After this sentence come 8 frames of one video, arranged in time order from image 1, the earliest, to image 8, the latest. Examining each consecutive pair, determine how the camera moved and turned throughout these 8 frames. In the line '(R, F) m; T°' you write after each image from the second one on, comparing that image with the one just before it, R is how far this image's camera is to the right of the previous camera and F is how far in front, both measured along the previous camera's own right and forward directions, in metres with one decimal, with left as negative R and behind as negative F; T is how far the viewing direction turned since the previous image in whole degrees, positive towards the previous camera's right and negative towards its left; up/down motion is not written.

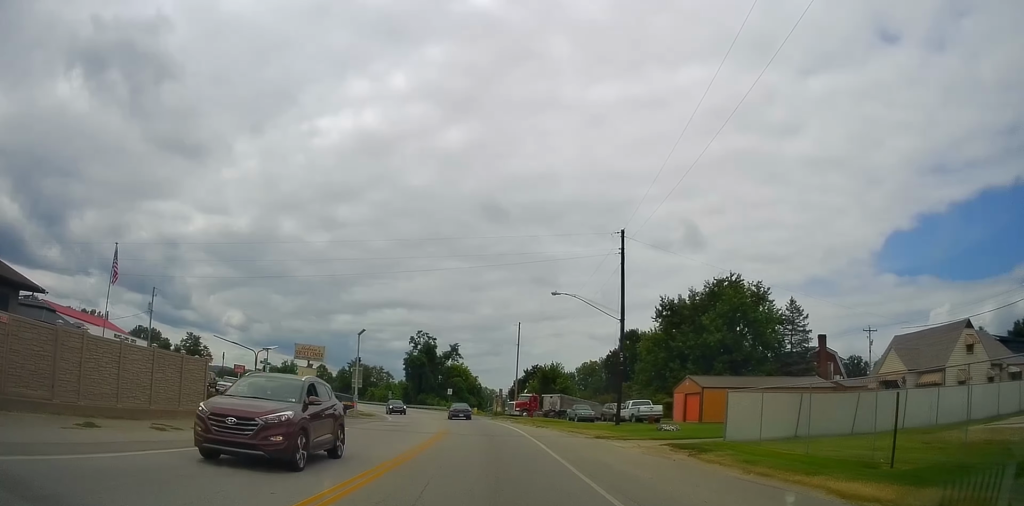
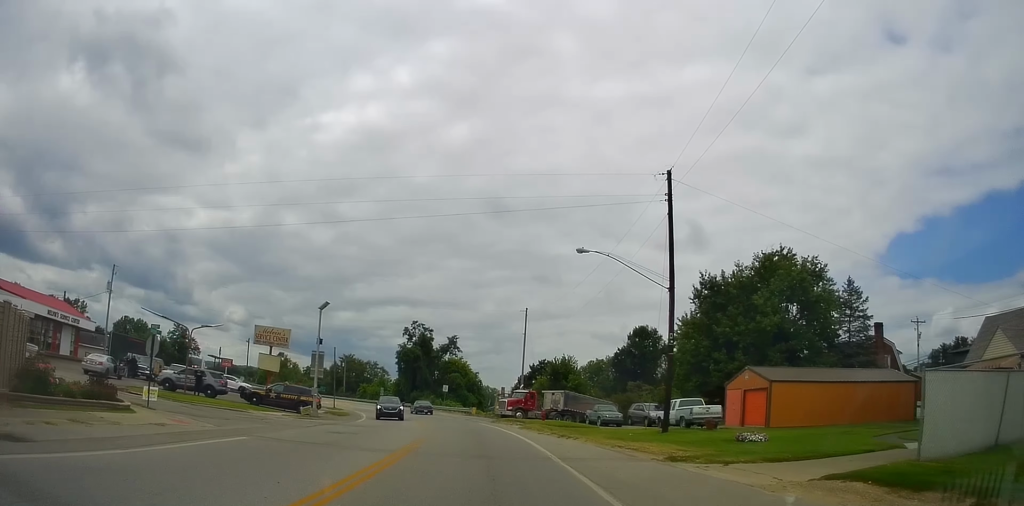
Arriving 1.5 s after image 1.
(+0.3, +11.3) m; +2°
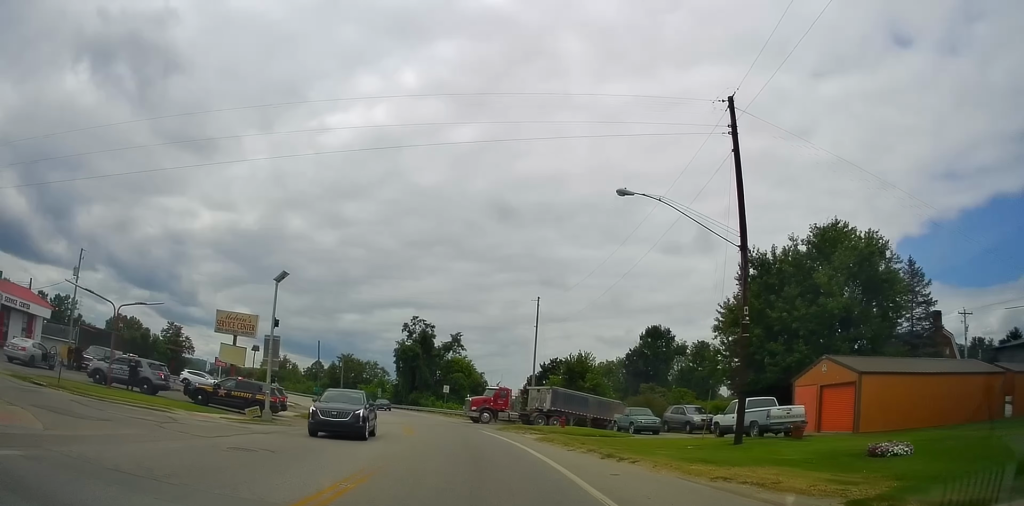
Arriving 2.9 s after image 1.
(+0.1, +9.2) m; +2°
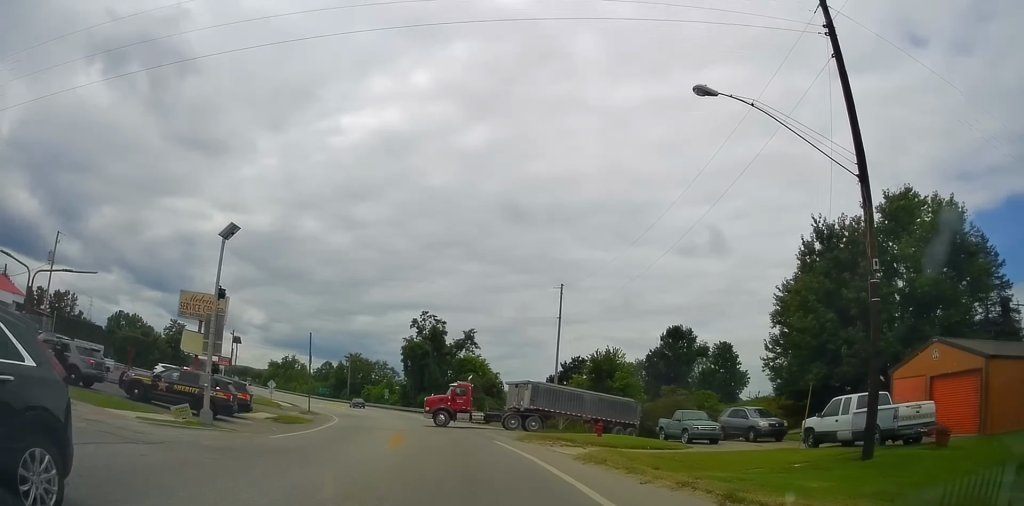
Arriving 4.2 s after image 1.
(+0.1, +7.4) m; -1°
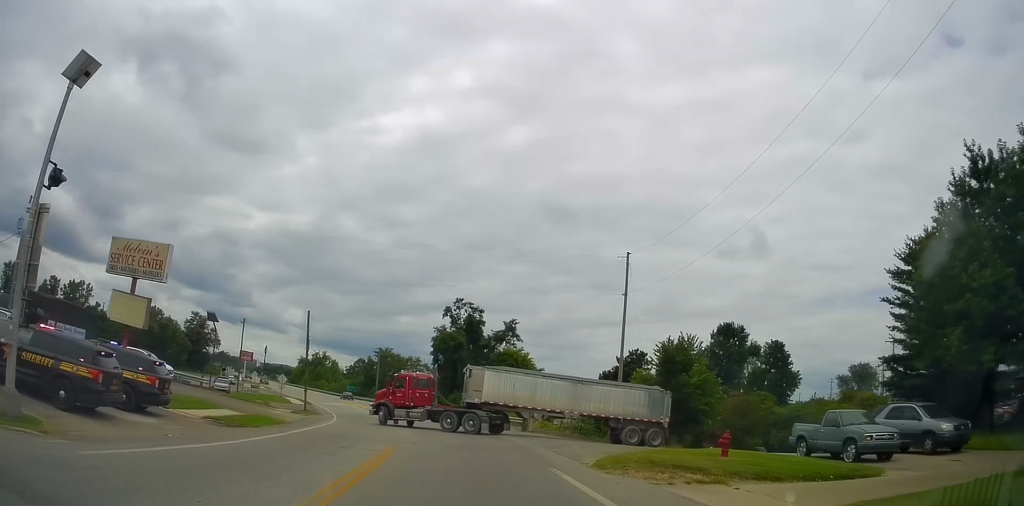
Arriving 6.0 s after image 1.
(-0.9, +10.0) m; -9°
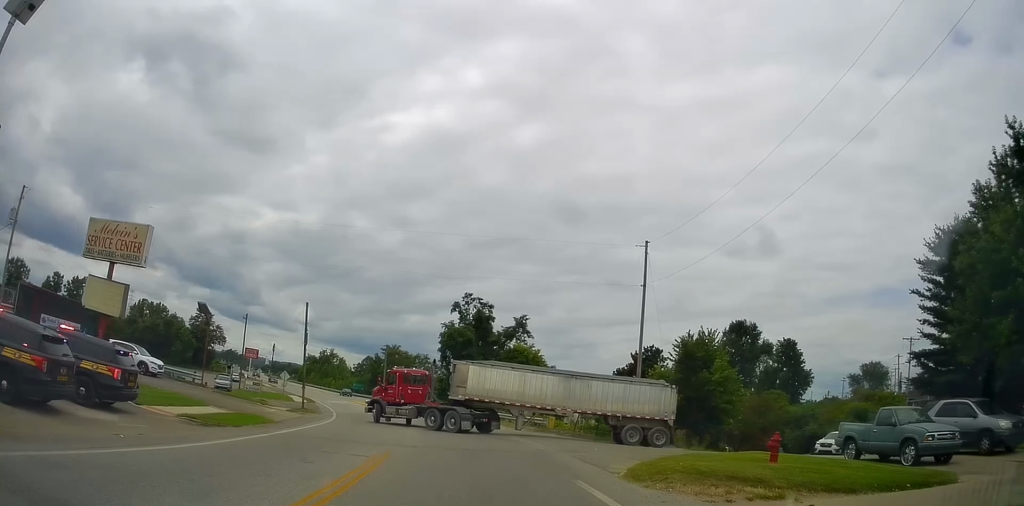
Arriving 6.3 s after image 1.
(0.0, +2.2) m; -1°
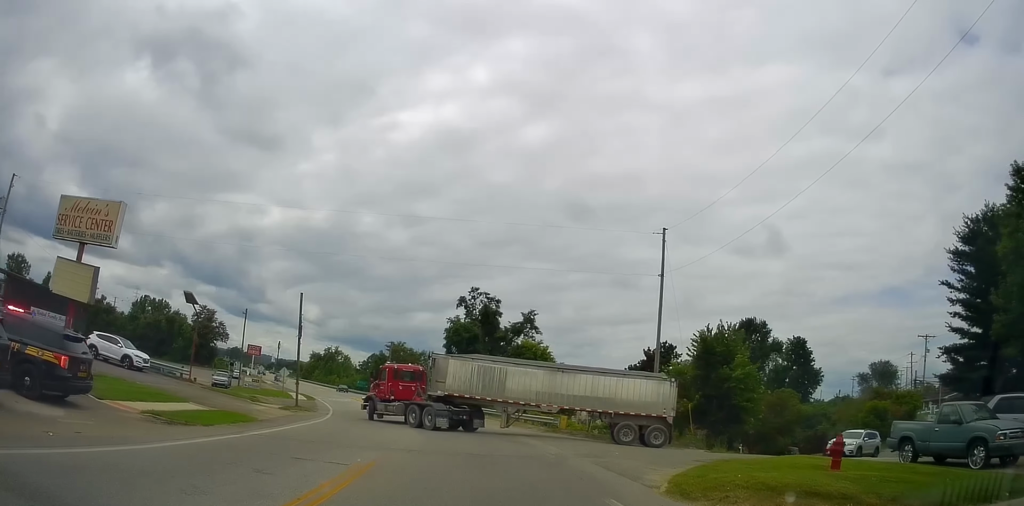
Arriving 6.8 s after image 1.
(0.0, +2.3) m; 0°
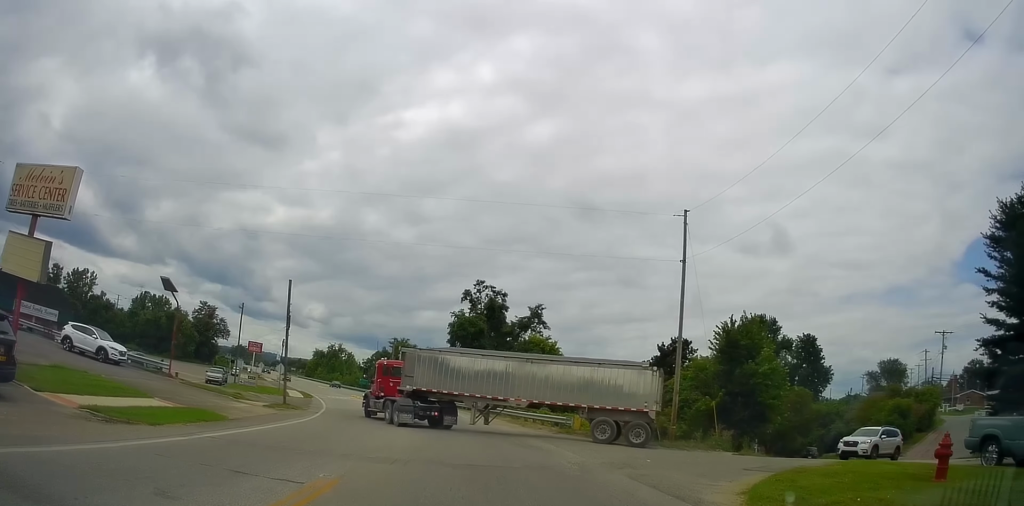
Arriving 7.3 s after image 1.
(0.0, +3.0) m; -2°
